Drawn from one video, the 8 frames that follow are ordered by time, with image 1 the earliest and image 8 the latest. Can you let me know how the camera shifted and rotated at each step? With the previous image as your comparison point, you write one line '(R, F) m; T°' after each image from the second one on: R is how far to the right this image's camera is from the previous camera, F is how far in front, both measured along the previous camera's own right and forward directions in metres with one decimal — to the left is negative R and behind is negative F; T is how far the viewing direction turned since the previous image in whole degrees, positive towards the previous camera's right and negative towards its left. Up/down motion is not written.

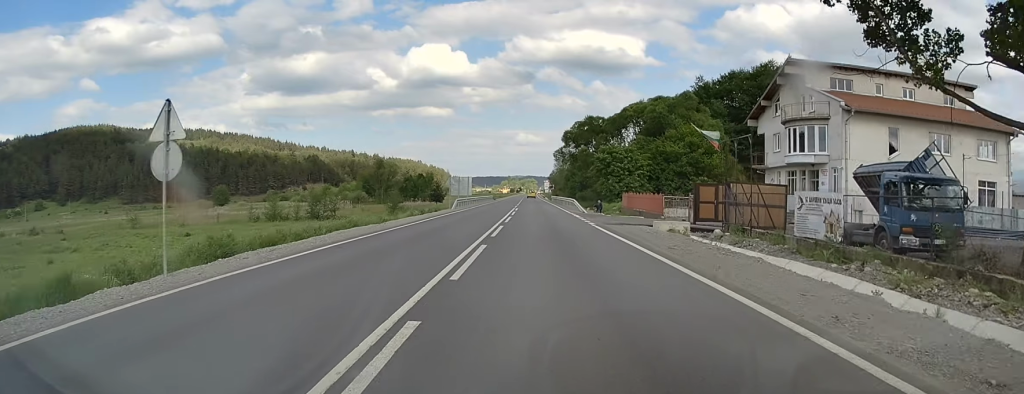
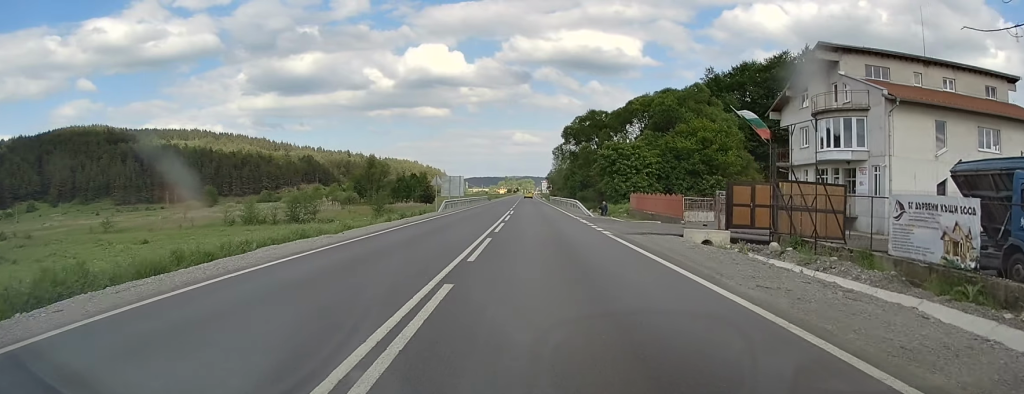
(-0.1, +6.5) m; 0°
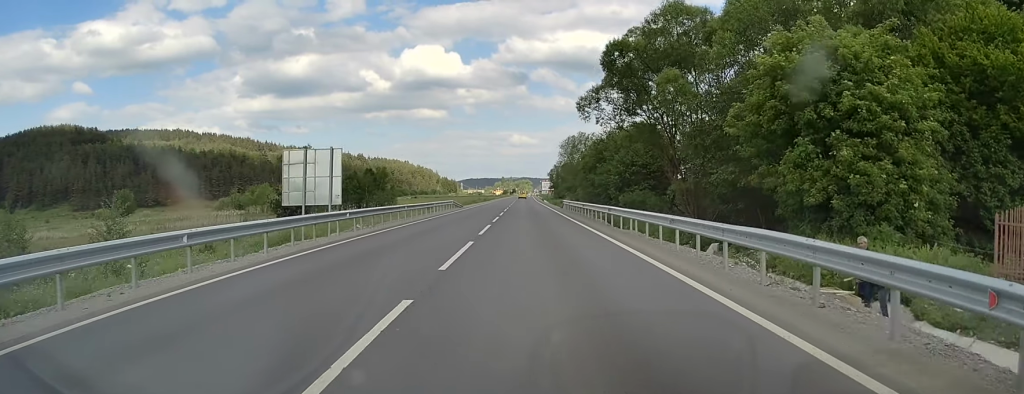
(+1.3, +46.4) m; +1°
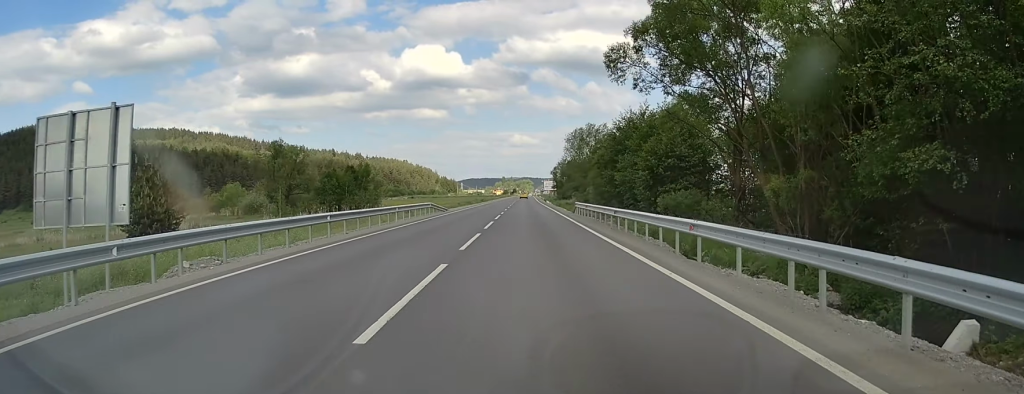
(0.0, +14.1) m; 0°
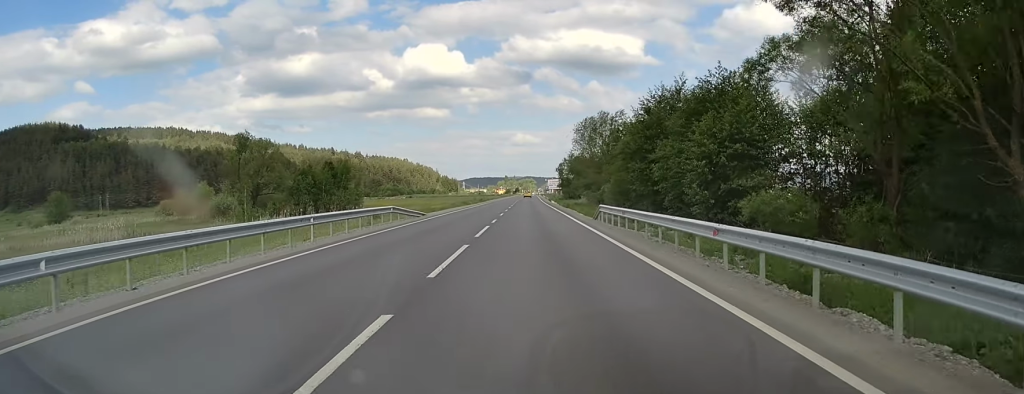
(0.0, +13.7) m; 0°
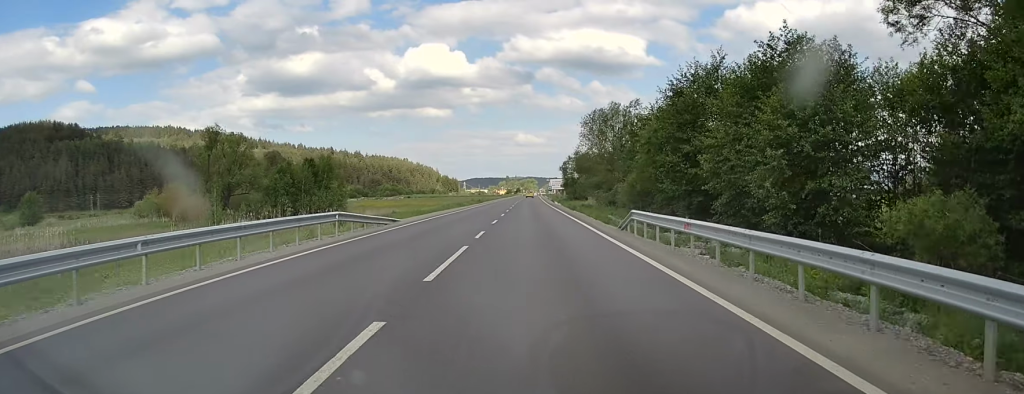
(0.0, +9.4) m; 0°
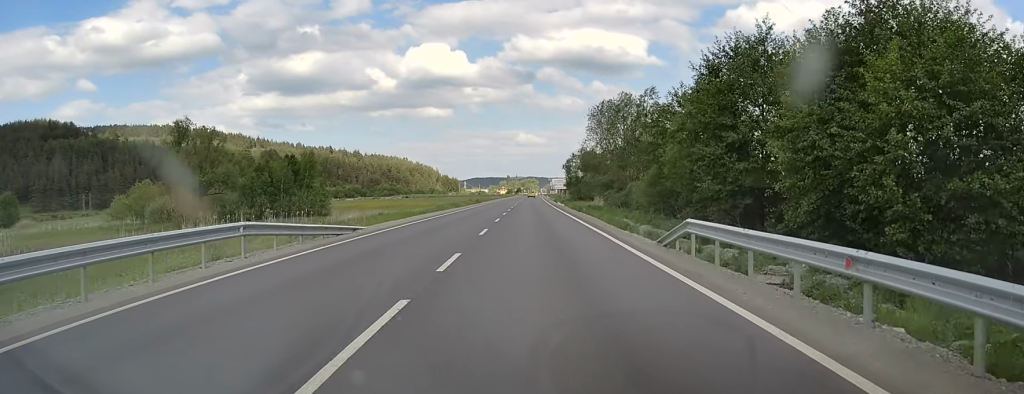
(0.0, +7.7) m; 0°
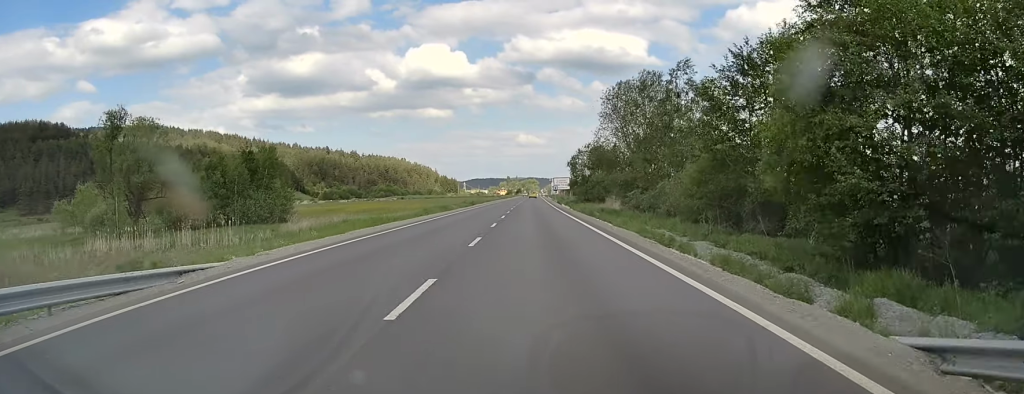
(0.0, +12.8) m; 0°
